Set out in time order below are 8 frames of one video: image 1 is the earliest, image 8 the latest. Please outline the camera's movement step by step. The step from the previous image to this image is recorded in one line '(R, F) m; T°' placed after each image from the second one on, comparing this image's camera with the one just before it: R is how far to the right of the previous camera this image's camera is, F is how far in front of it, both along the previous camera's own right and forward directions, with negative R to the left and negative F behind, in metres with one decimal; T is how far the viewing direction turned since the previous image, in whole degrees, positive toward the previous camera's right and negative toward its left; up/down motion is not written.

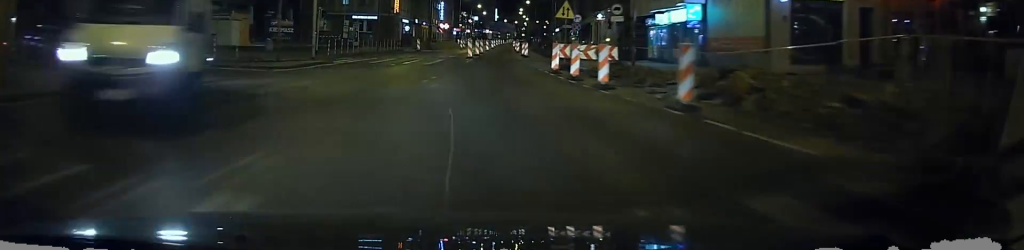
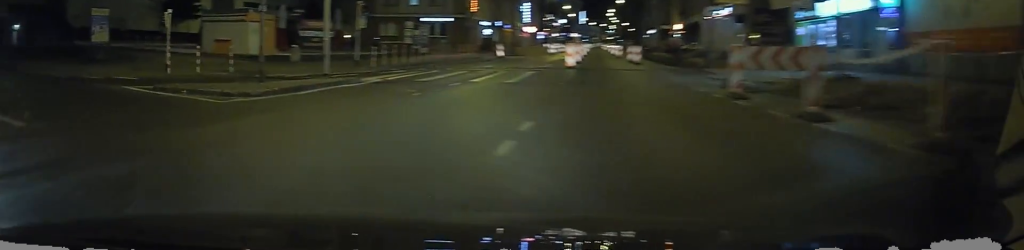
(-0.9, +9.4) m; -21°
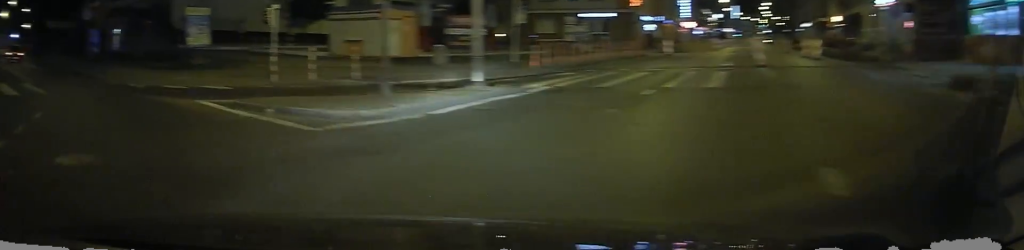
(-0.7, +3.8) m; -18°
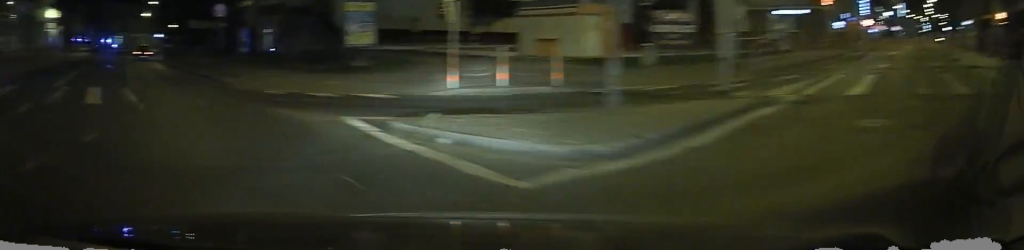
(-0.3, +3.4) m; -17°
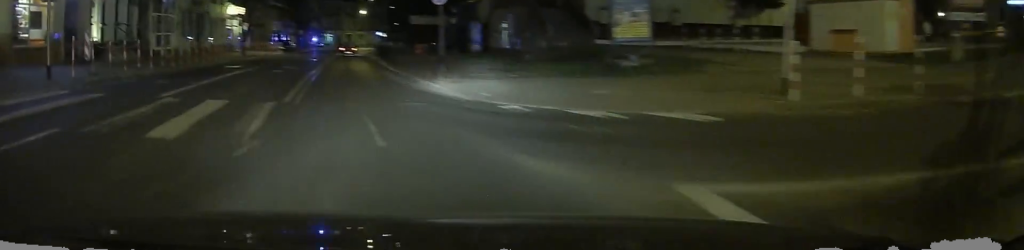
(-1.4, +5.9) m; -13°
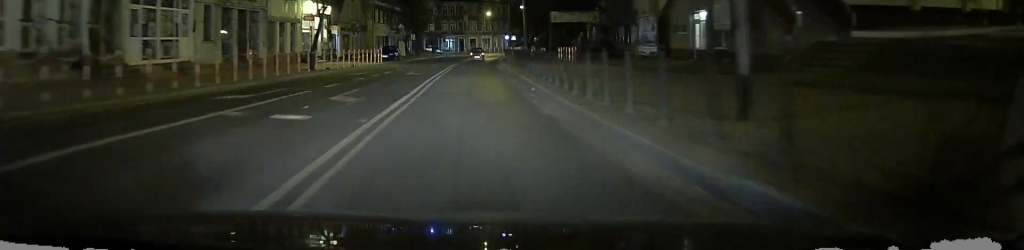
(-0.3, +16.2) m; -2°
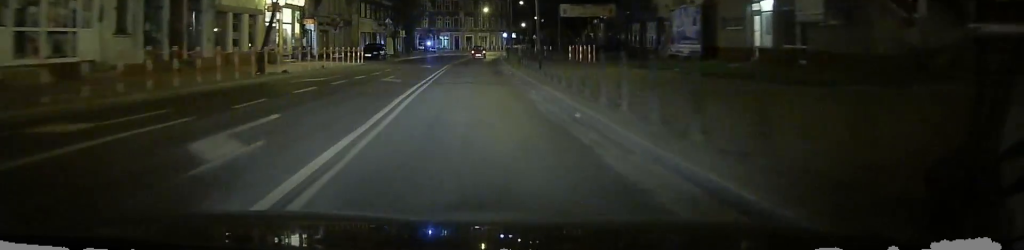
(0.0, +7.9) m; 0°
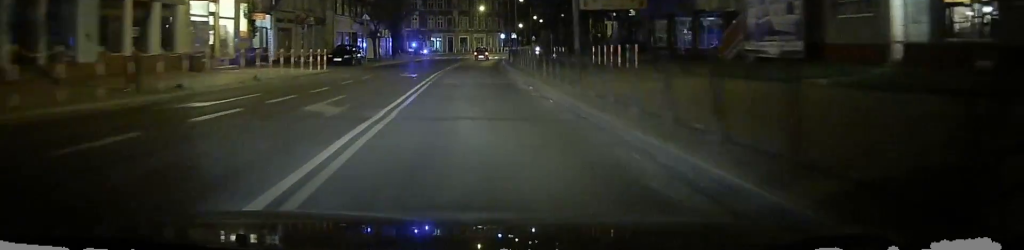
(-0.1, +10.2) m; -1°
